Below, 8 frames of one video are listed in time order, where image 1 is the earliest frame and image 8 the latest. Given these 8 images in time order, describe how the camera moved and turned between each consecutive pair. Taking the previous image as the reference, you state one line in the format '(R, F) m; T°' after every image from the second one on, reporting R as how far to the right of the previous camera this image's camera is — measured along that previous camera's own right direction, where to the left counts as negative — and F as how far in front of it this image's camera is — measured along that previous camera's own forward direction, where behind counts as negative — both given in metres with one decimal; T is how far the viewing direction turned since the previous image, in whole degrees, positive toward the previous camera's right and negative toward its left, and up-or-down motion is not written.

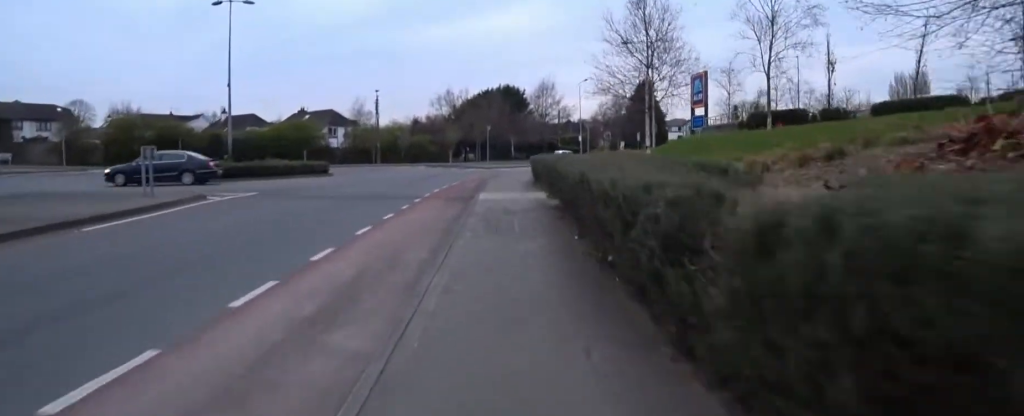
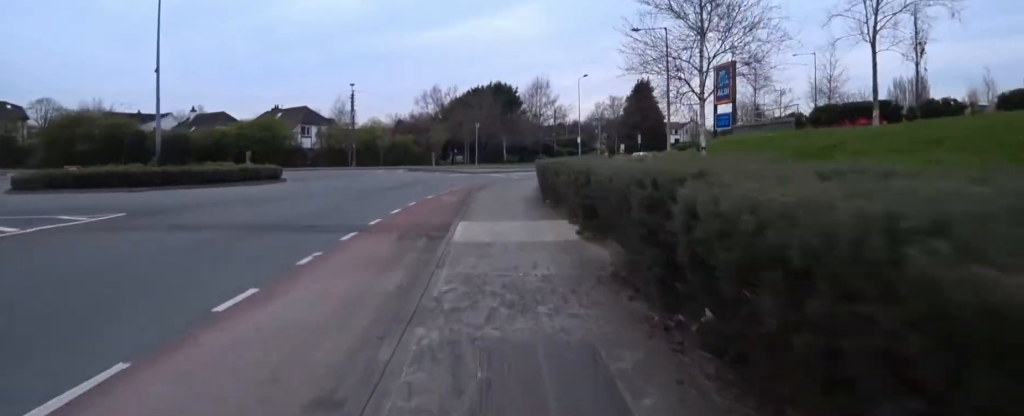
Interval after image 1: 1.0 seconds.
(-1.1, +5.3) m; +7°
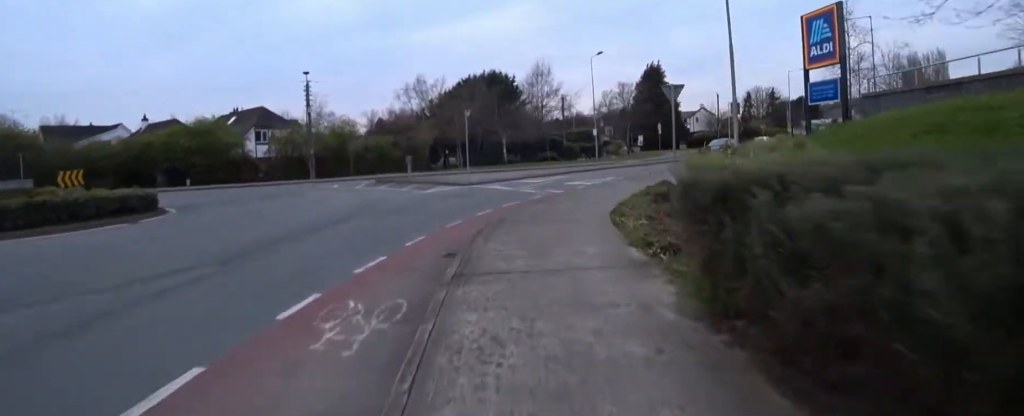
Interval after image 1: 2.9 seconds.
(+4.4, +9.4) m; +33°
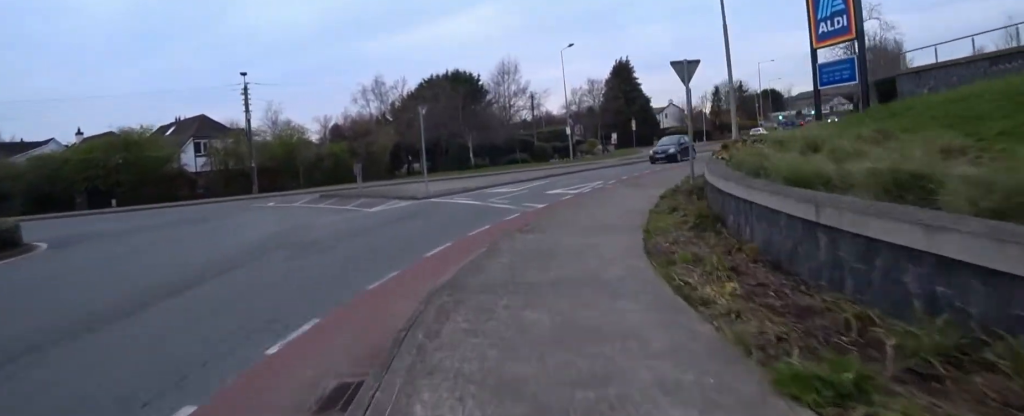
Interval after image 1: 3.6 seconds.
(+0.1, +3.7) m; +3°
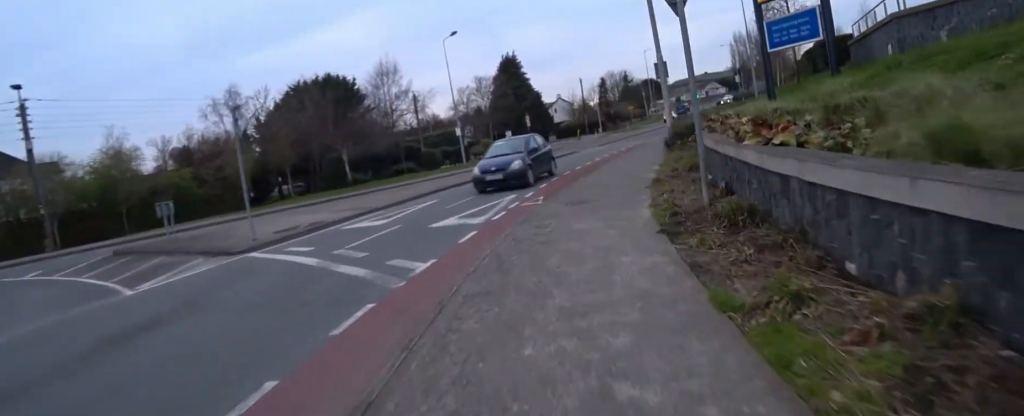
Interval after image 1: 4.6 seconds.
(+0.3, +6.1) m; +6°
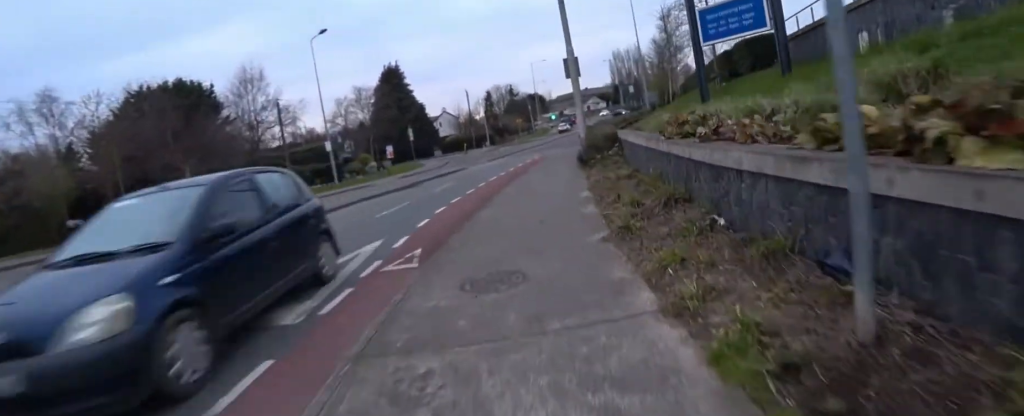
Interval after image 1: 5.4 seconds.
(+0.1, +3.4) m; +7°
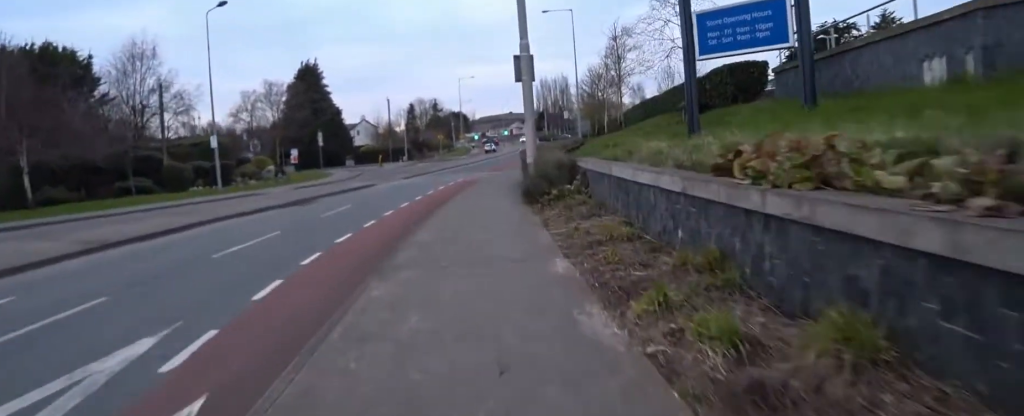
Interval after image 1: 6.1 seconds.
(+0.1, +2.3) m; +7°
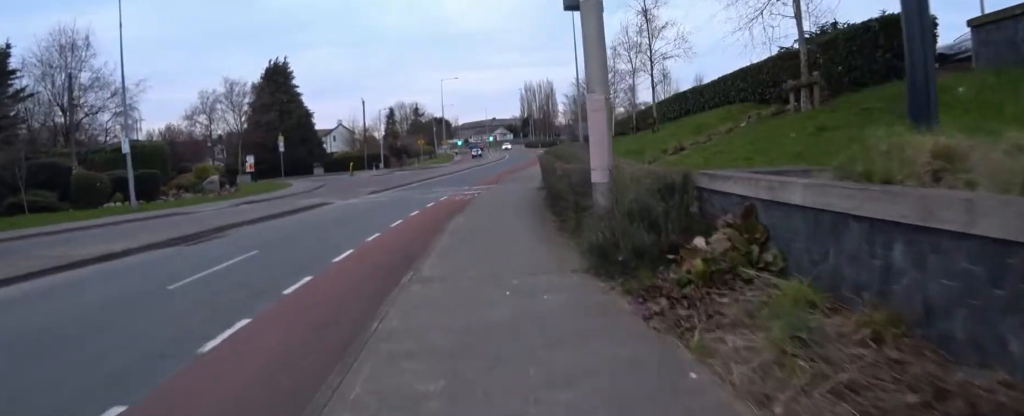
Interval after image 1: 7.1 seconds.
(+0.3, +2.8) m; +3°
